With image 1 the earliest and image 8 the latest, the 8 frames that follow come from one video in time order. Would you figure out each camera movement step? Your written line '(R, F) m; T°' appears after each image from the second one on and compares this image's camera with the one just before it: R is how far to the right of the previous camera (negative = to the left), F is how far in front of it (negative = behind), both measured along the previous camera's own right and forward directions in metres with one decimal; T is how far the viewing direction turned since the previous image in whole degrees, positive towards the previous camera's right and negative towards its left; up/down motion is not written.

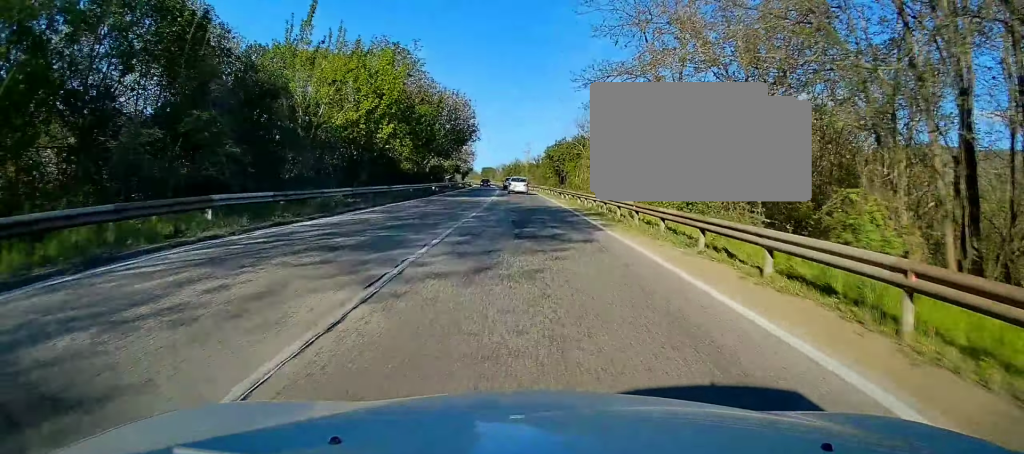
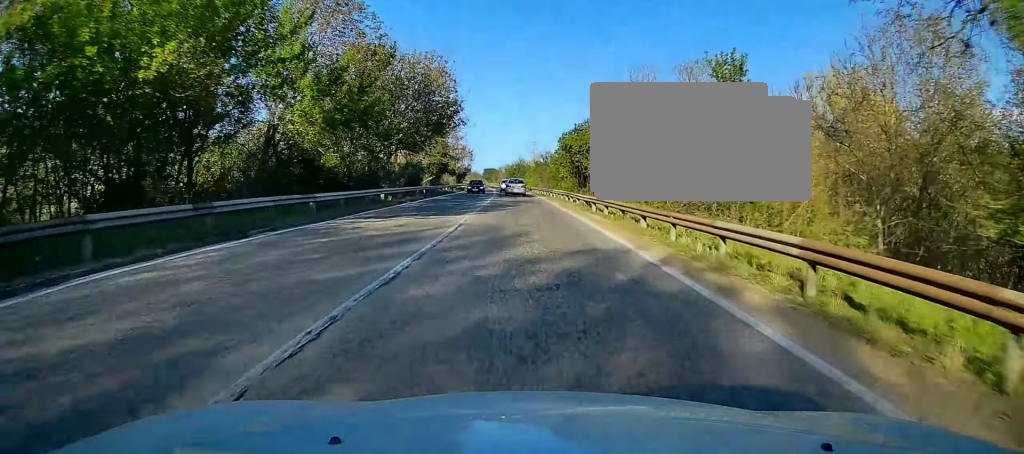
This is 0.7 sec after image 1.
(-0.2, +20.7) m; -1°
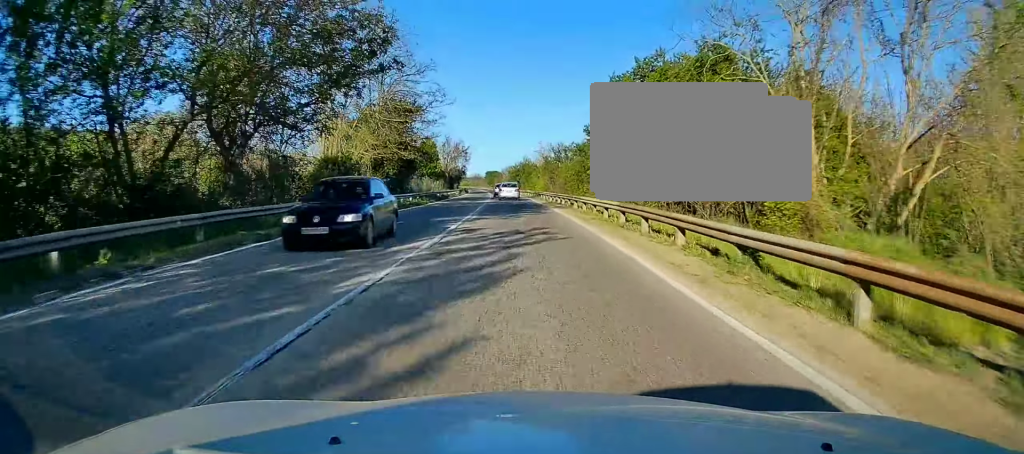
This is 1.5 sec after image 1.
(+0.1, +24.5) m; -1°
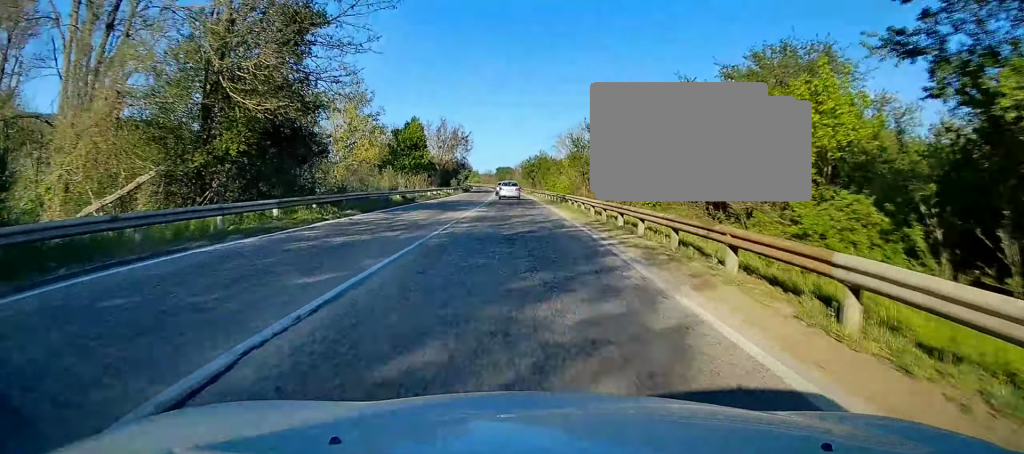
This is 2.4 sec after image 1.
(-0.4, +26.5) m; -1°
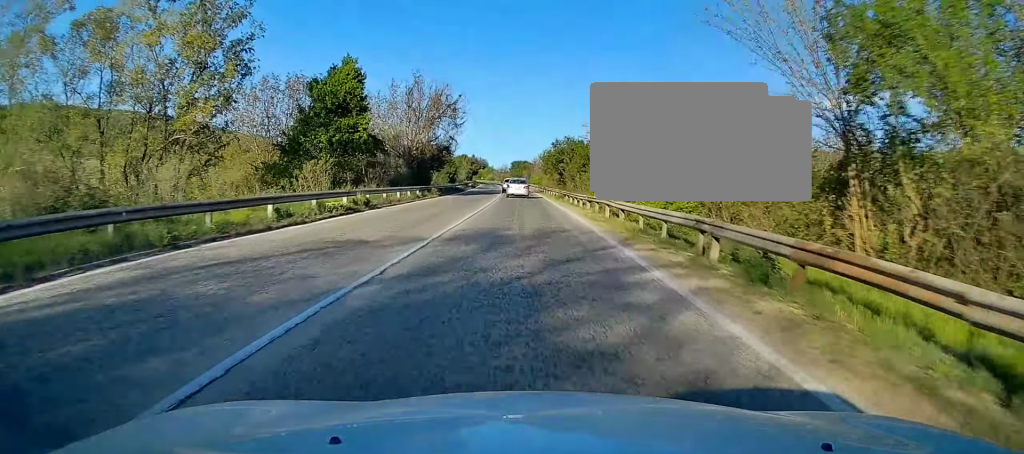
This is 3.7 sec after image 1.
(-0.2, +37.2) m; -1°
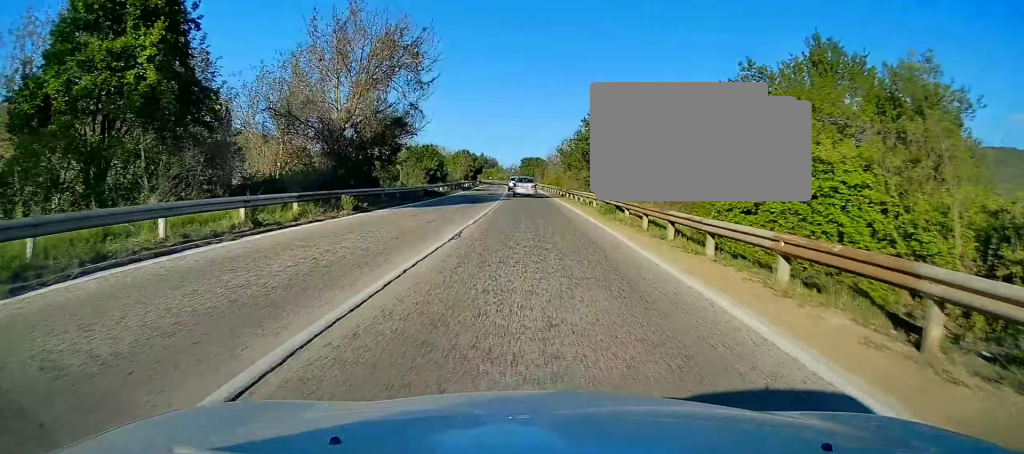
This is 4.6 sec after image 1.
(-0.3, +25.5) m; -1°
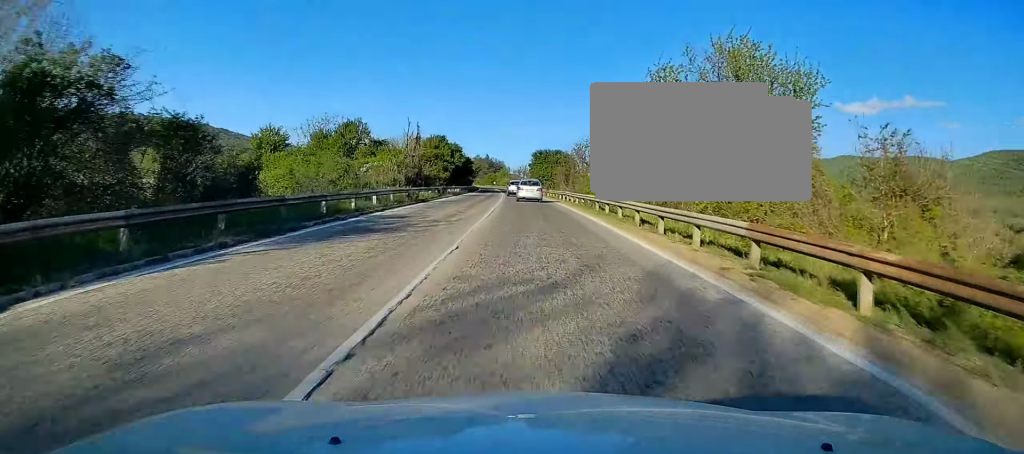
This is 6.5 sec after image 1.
(-0.8, +55.4) m; -2°
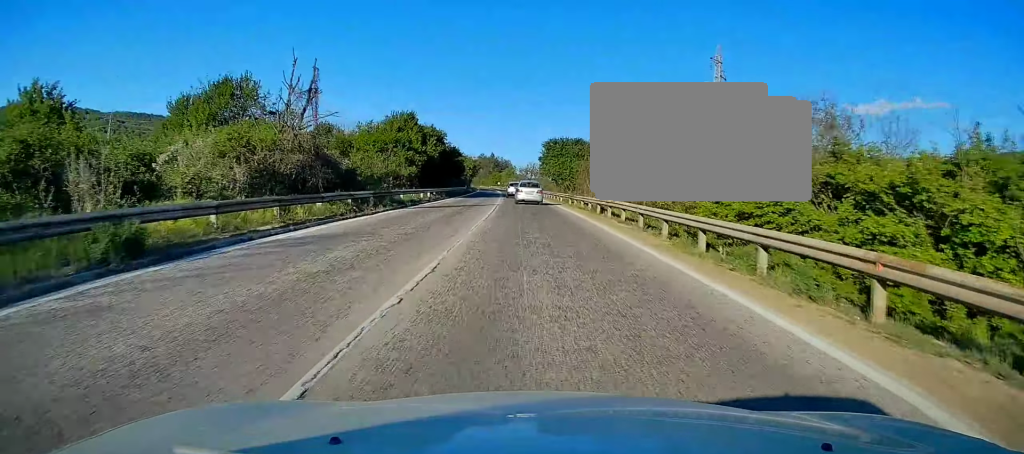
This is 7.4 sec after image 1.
(-0.1, +27.1) m; 0°
